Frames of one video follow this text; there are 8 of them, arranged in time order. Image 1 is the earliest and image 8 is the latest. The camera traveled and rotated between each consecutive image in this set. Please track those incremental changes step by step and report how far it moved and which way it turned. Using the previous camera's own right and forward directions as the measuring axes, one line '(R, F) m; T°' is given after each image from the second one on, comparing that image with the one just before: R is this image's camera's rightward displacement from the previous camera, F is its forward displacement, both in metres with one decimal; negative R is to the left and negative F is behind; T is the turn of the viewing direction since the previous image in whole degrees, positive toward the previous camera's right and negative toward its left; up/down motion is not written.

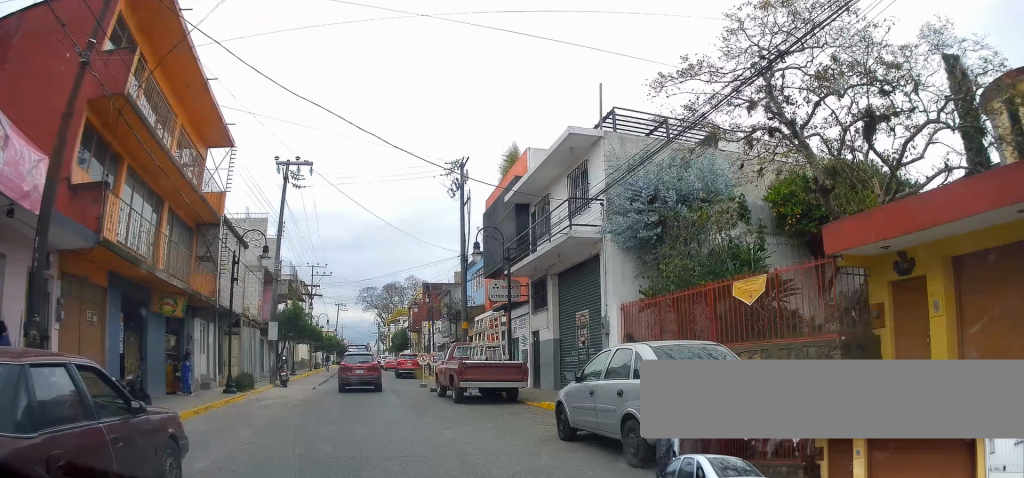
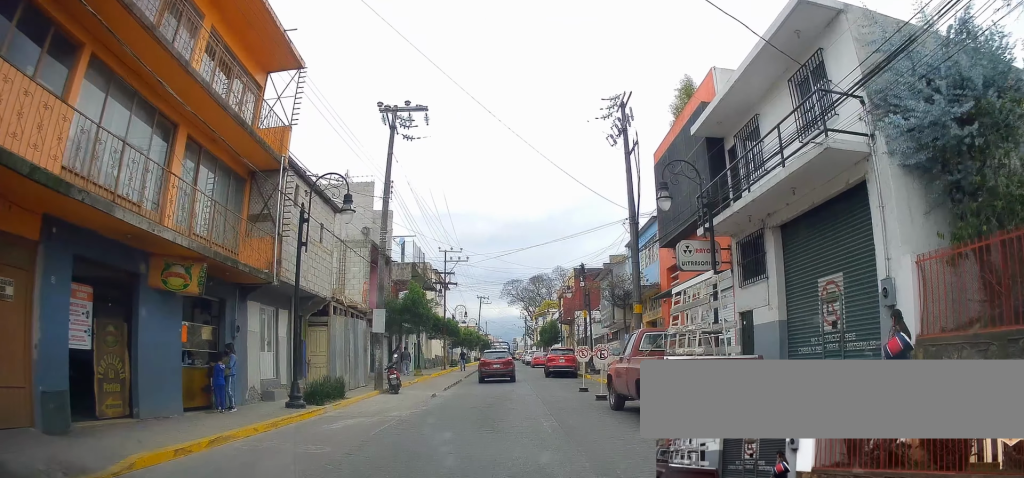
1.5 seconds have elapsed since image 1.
(-0.6, +5.6) m; -10°
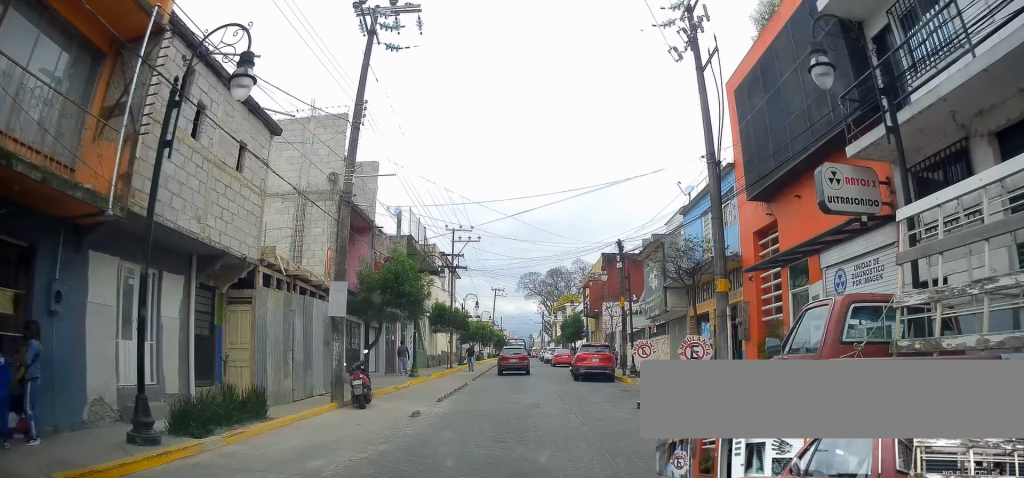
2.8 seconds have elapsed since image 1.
(-0.5, +6.1) m; -9°
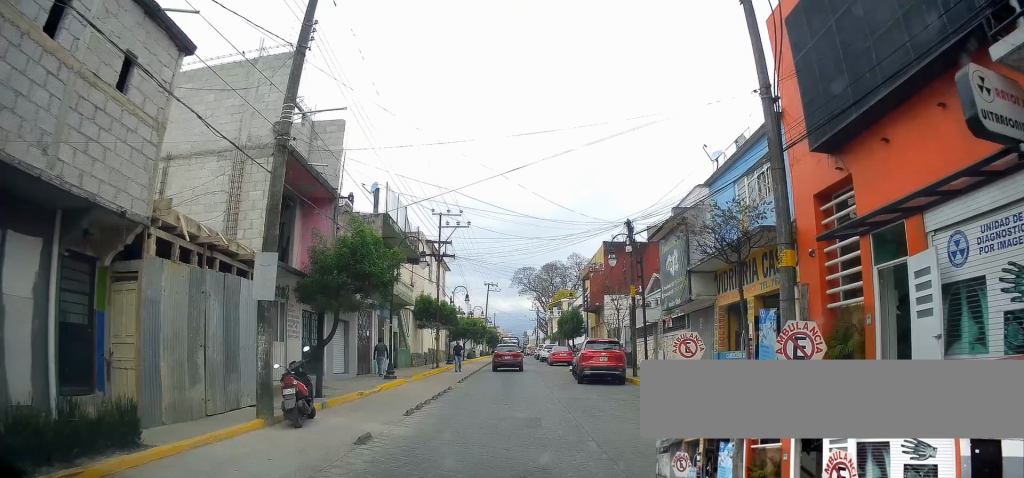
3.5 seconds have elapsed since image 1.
(-0.2, +3.4) m; -2°
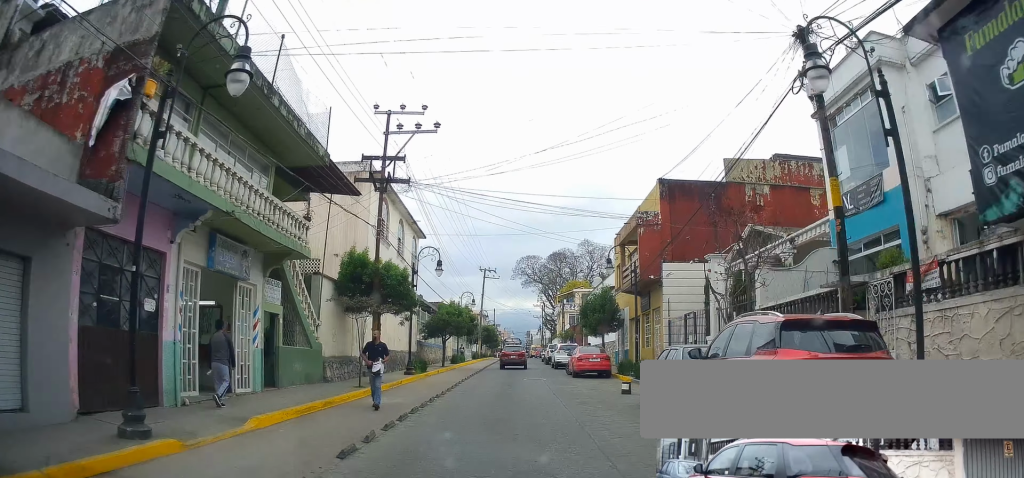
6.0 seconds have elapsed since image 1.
(+0.5, +15.4) m; +3°
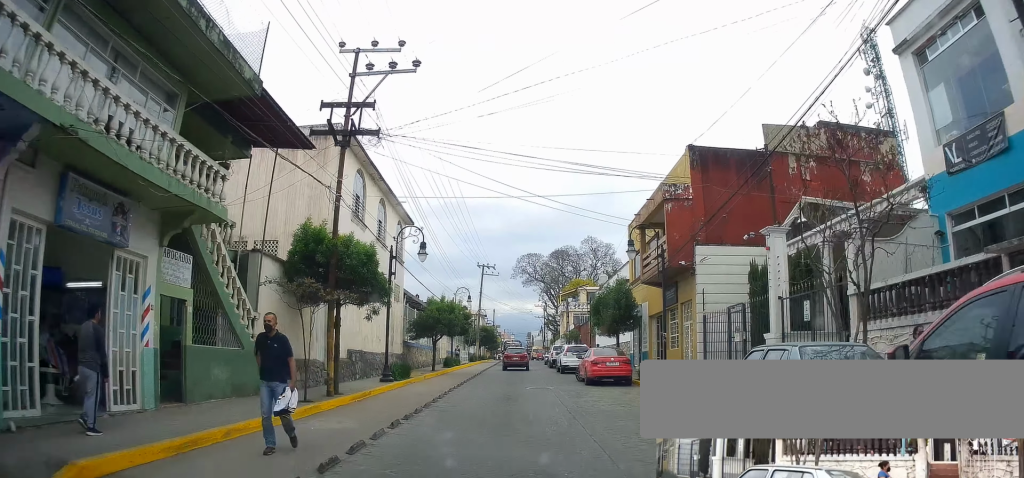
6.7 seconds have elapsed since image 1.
(0.0, +4.9) m; +2°
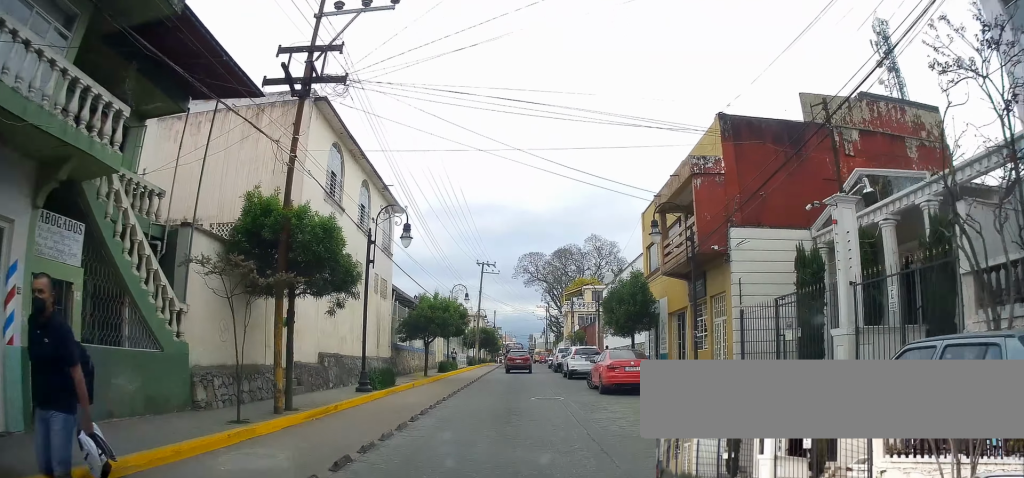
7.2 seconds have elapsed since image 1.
(-0.1, +3.3) m; +2°
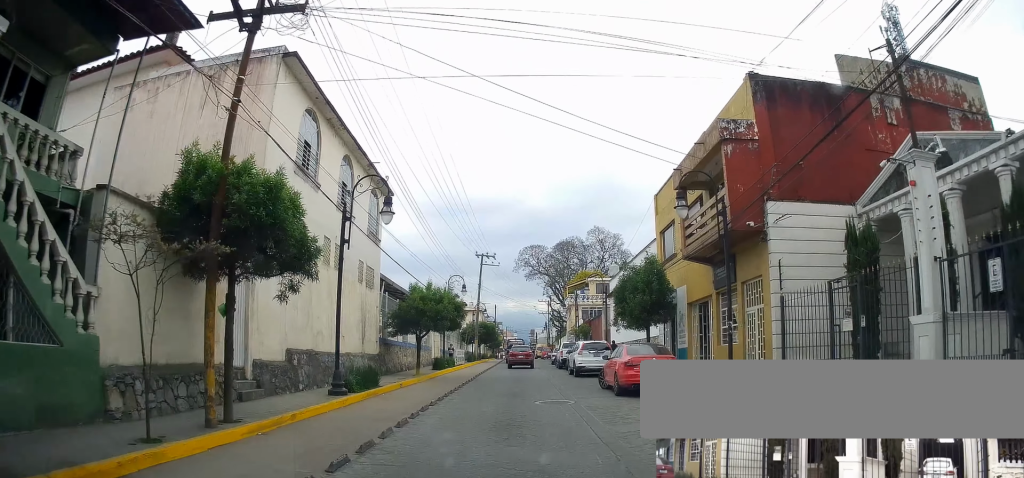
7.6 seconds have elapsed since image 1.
(+0.2, +2.9) m; -1°
